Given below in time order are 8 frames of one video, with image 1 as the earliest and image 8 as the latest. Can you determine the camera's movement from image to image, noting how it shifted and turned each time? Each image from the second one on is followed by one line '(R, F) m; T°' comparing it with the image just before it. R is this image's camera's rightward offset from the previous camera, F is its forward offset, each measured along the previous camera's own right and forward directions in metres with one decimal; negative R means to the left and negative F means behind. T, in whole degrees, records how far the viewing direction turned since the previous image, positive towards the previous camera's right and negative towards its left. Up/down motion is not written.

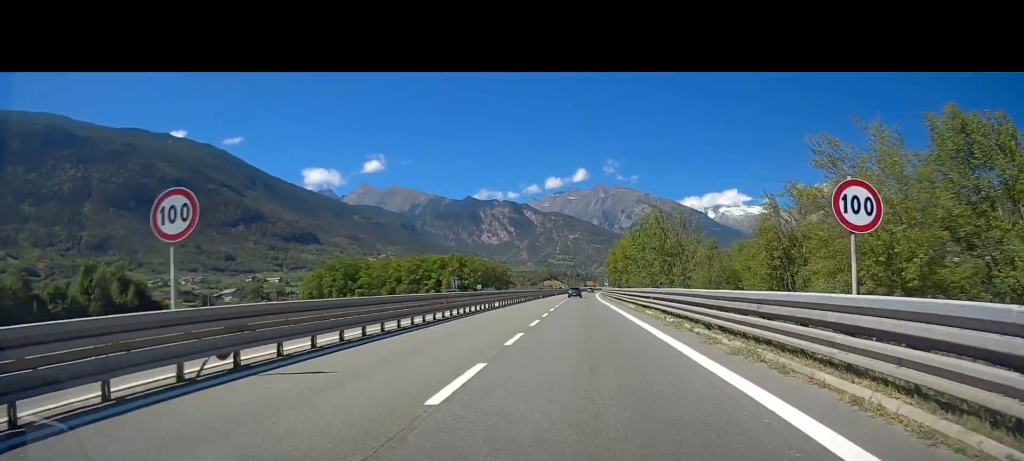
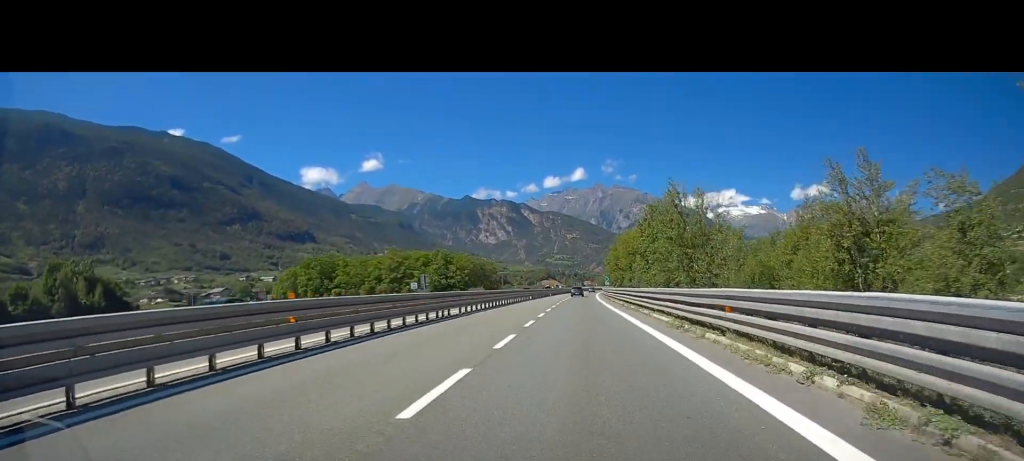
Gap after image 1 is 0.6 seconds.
(0.0, +15.9) m; 0°
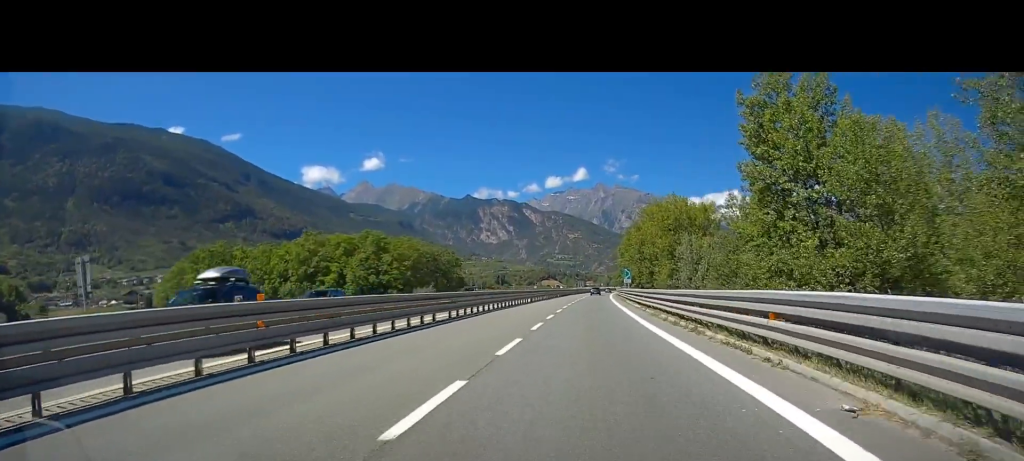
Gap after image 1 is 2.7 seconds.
(-0.2, +53.3) m; 0°
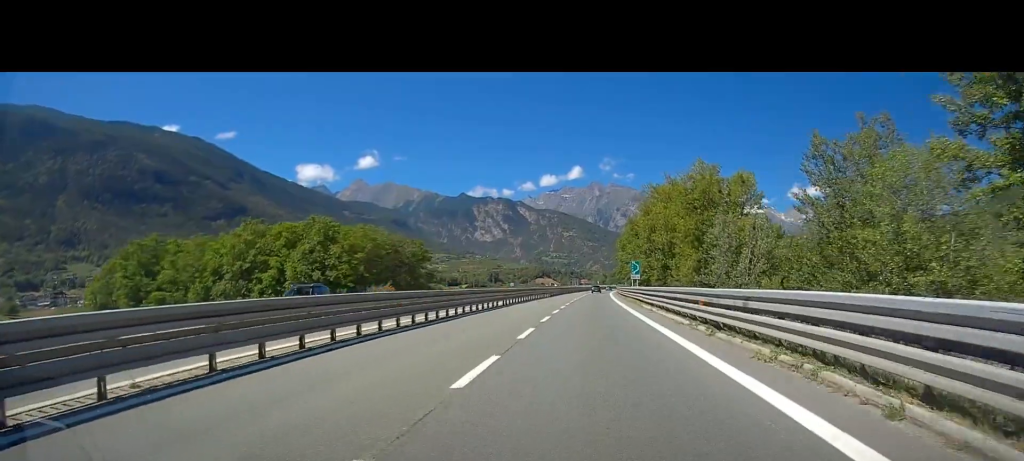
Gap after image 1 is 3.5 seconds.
(0.0, +19.5) m; 0°
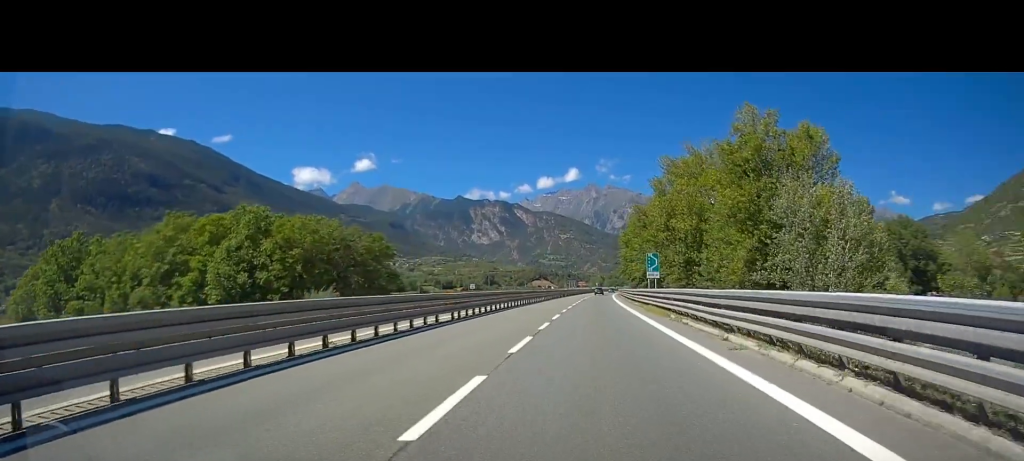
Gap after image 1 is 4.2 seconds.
(-0.1, +17.8) m; +1°
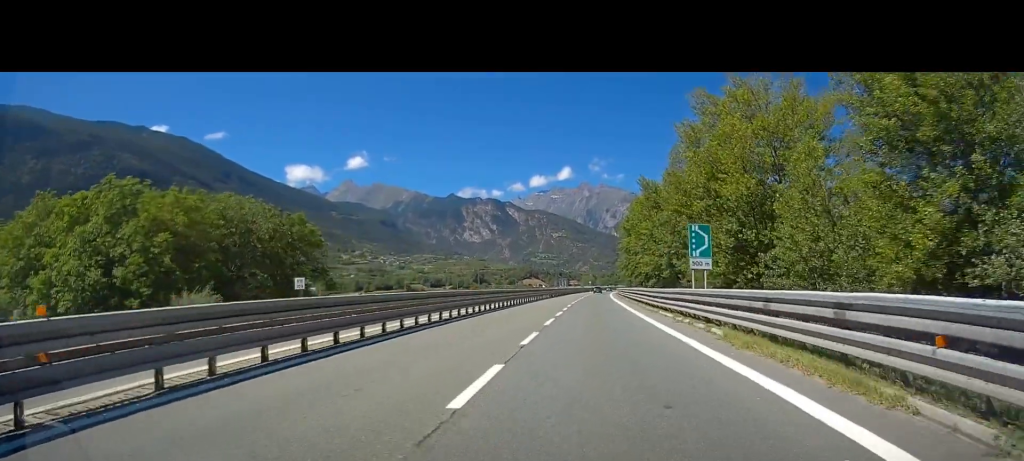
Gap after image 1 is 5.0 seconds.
(+0.3, +20.7) m; +1°
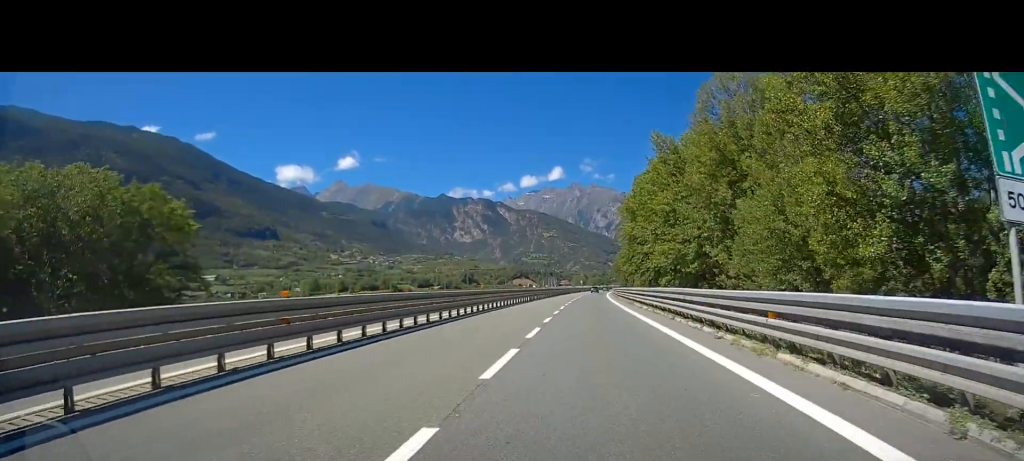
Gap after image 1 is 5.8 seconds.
(+0.1, +20.2) m; 0°
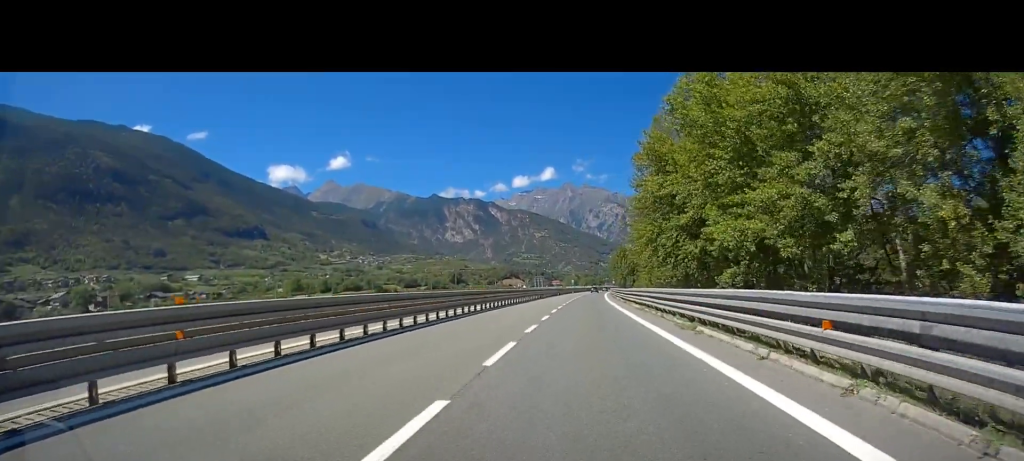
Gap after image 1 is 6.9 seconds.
(0.0, +27.7) m; +1°
